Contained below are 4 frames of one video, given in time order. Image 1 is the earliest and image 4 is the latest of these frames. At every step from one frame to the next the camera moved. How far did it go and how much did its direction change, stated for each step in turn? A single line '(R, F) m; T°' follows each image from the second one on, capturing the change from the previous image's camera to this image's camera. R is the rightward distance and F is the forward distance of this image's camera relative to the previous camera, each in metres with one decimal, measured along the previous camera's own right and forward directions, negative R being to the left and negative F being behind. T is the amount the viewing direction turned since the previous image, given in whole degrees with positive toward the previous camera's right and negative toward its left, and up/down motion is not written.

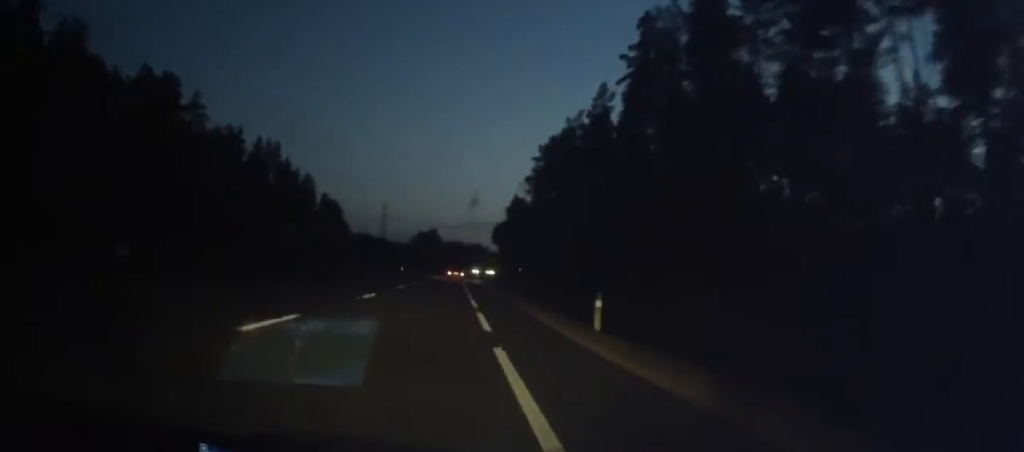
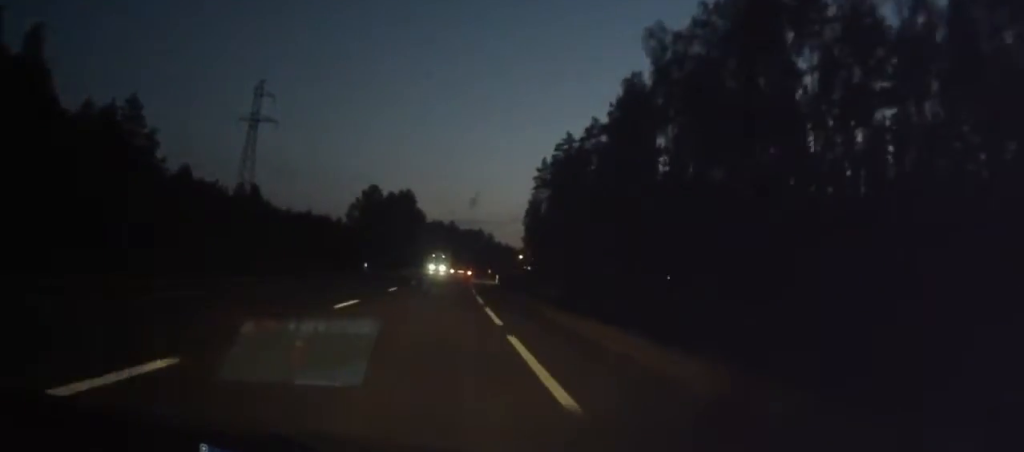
(+0.6, +150.8) m; 0°
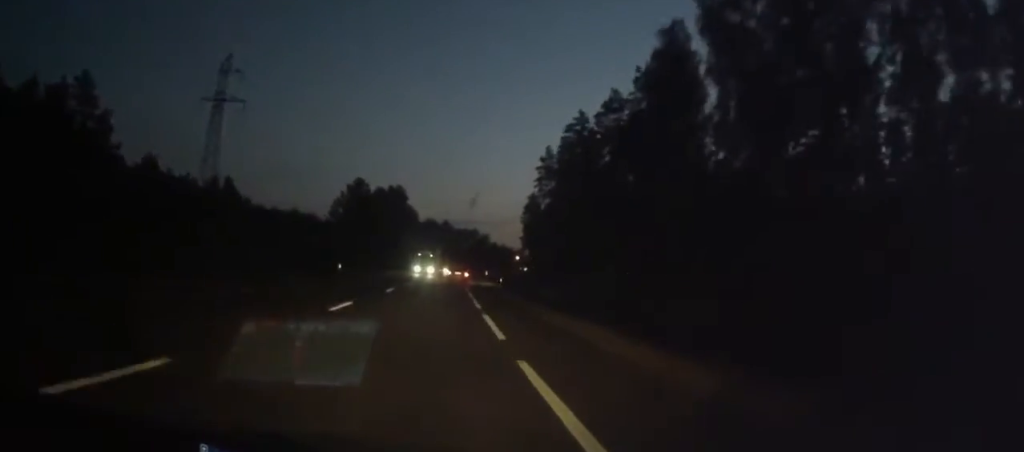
(-0.3, +12.0) m; 0°
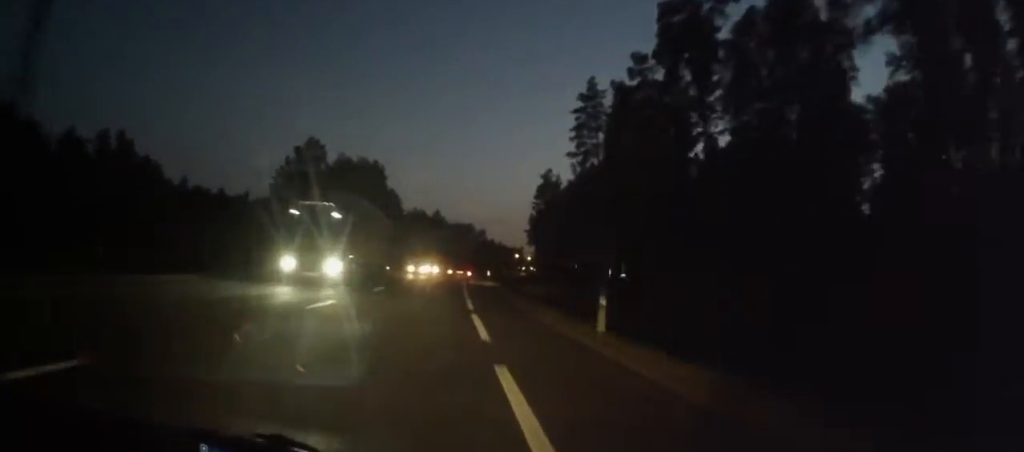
(+0.7, +37.6) m; +1°
